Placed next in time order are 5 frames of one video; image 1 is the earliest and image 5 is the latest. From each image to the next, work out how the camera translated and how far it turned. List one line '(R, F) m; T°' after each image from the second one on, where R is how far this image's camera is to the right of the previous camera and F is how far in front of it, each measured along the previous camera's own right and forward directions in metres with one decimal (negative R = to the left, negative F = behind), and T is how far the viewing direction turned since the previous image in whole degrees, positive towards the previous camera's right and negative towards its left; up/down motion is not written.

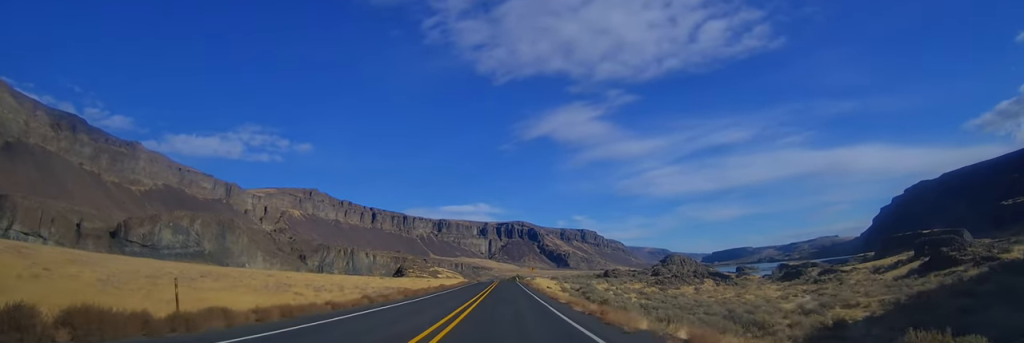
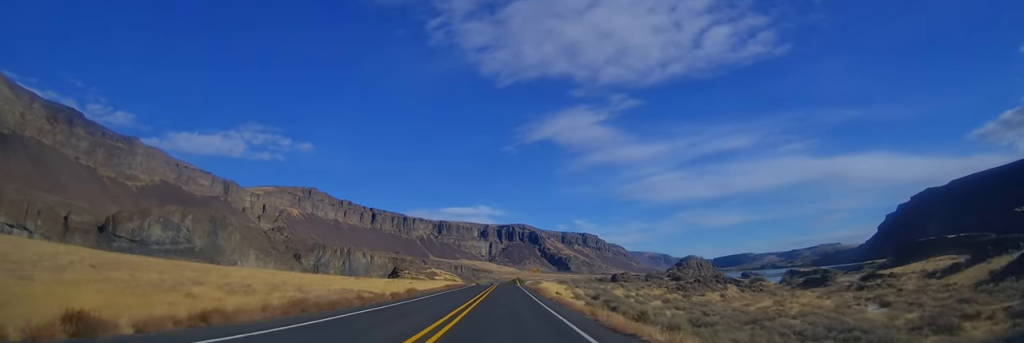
(-0.3, +21.5) m; 0°
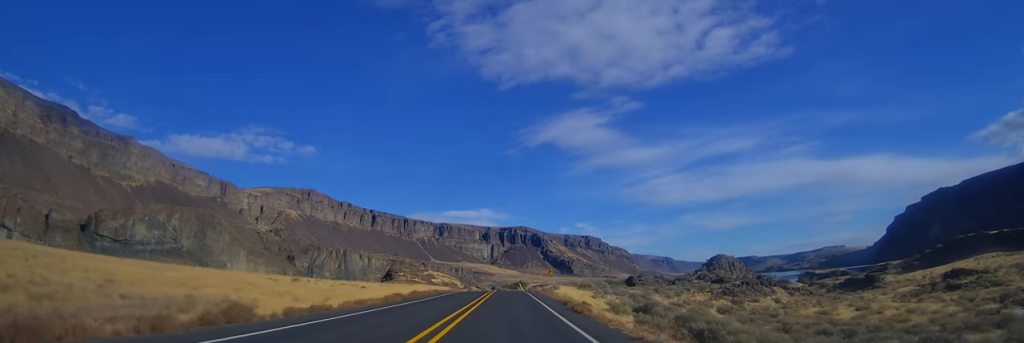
(+0.4, +31.1) m; 0°
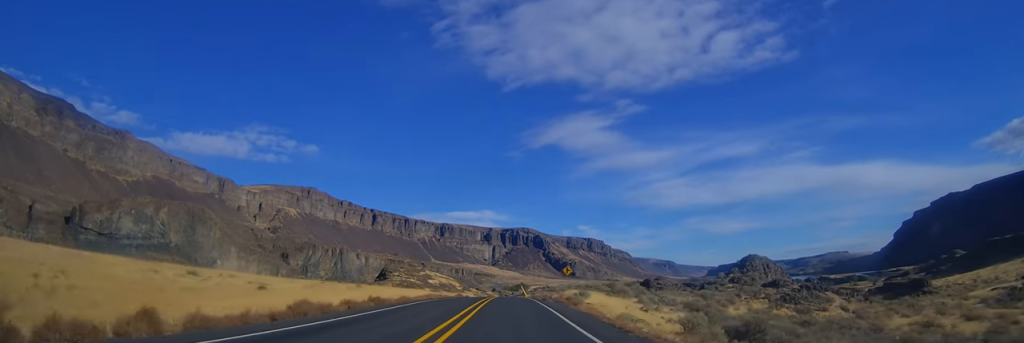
(-0.1, +26.2) m; -1°
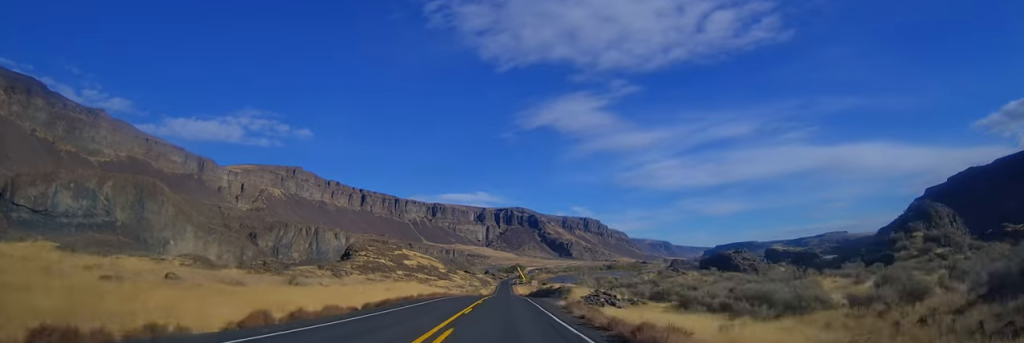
(0.0, +81.6) m; 0°
